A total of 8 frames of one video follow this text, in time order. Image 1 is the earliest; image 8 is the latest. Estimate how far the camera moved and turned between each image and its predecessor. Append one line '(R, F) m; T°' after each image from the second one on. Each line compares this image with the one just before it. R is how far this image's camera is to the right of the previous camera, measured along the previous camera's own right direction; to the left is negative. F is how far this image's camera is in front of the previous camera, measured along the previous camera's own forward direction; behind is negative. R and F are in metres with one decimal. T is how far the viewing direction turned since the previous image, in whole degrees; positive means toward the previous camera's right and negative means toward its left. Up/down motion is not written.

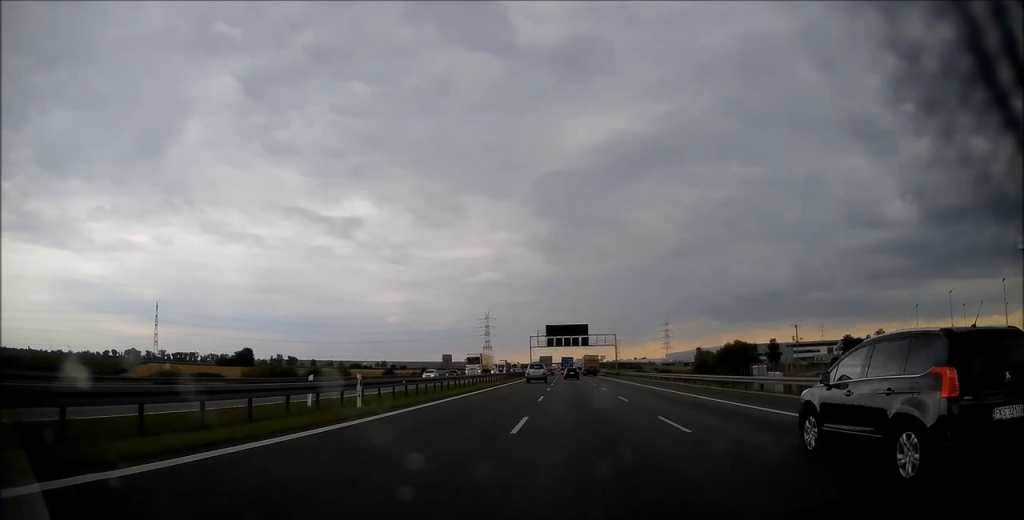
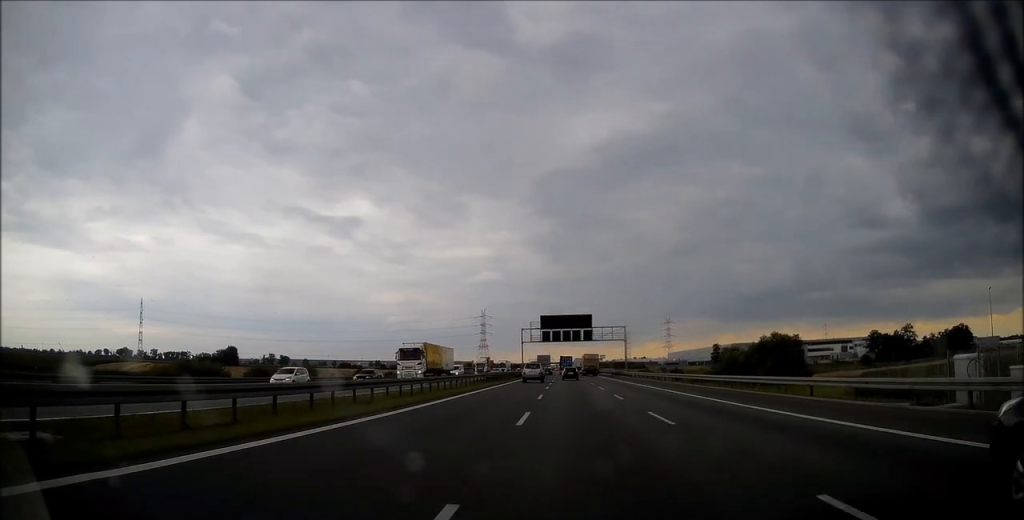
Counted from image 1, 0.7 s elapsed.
(-0.3, +22.7) m; -1°
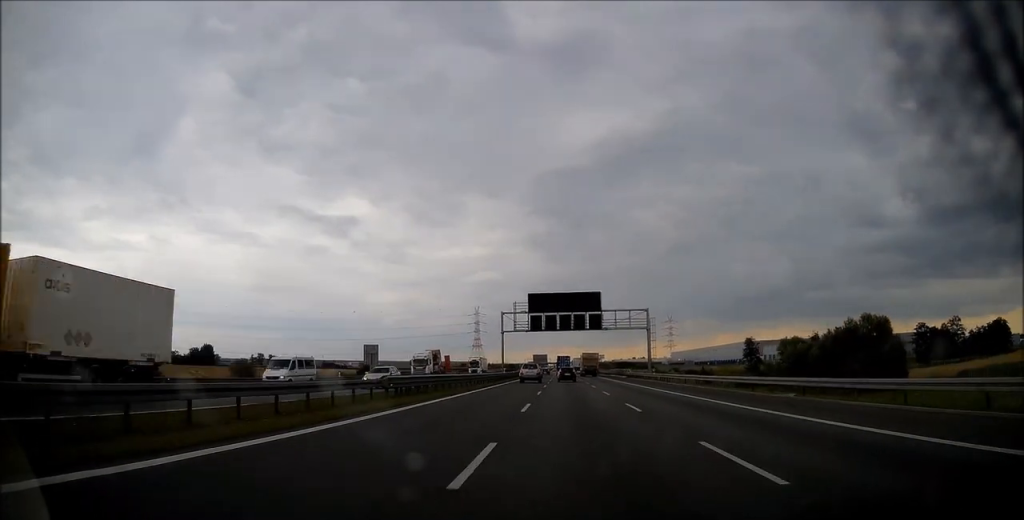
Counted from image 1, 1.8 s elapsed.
(-0.1, +31.8) m; 0°
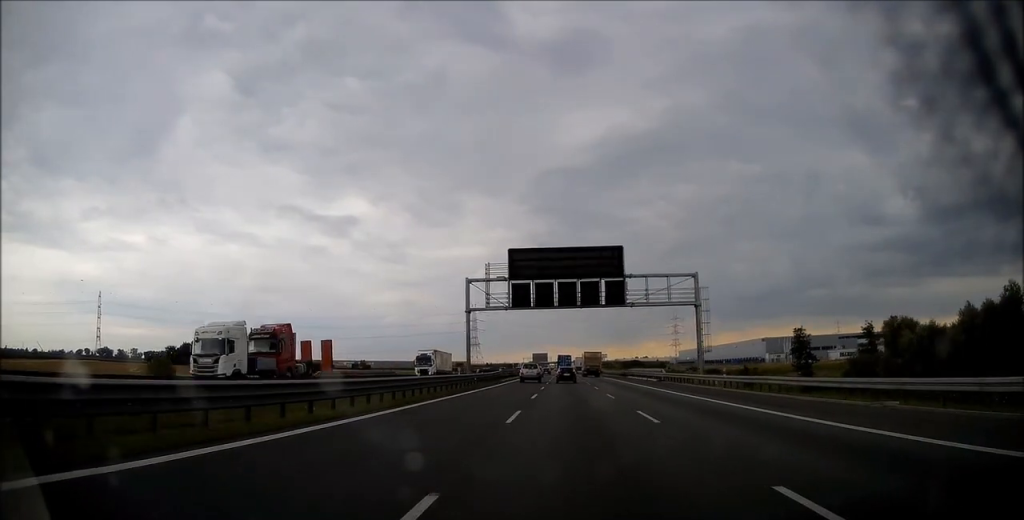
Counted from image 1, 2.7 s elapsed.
(0.0, +28.4) m; 0°
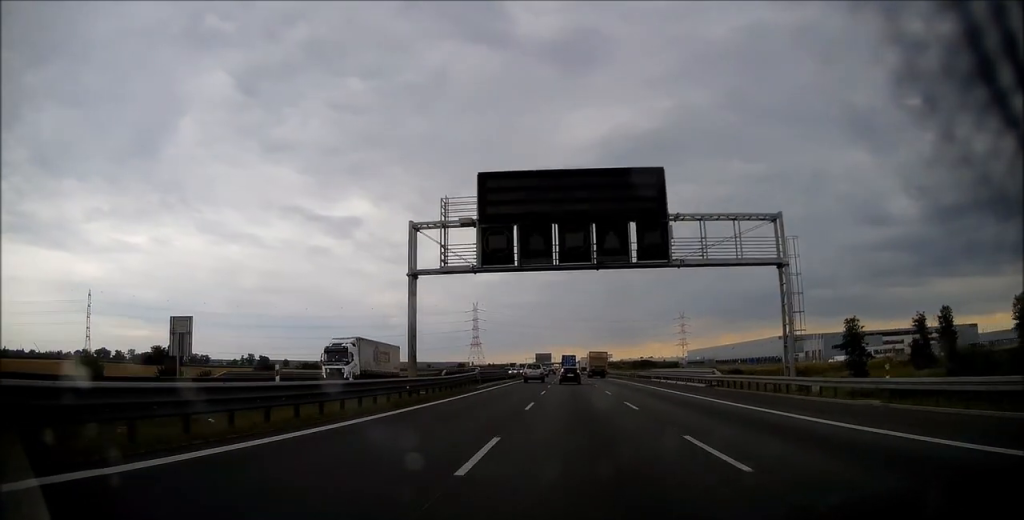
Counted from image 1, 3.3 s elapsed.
(0.0, +19.1) m; 0°
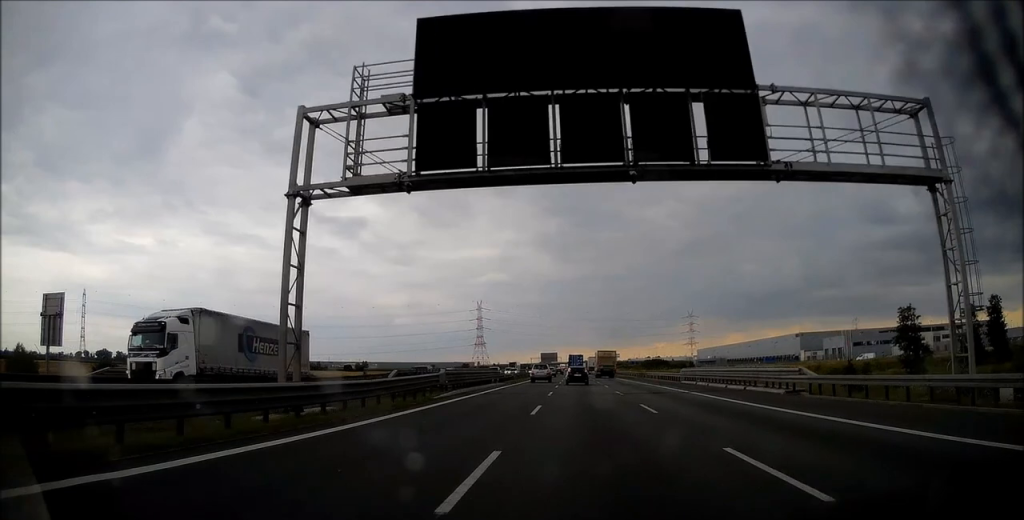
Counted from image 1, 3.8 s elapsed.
(0.0, +14.0) m; 0°
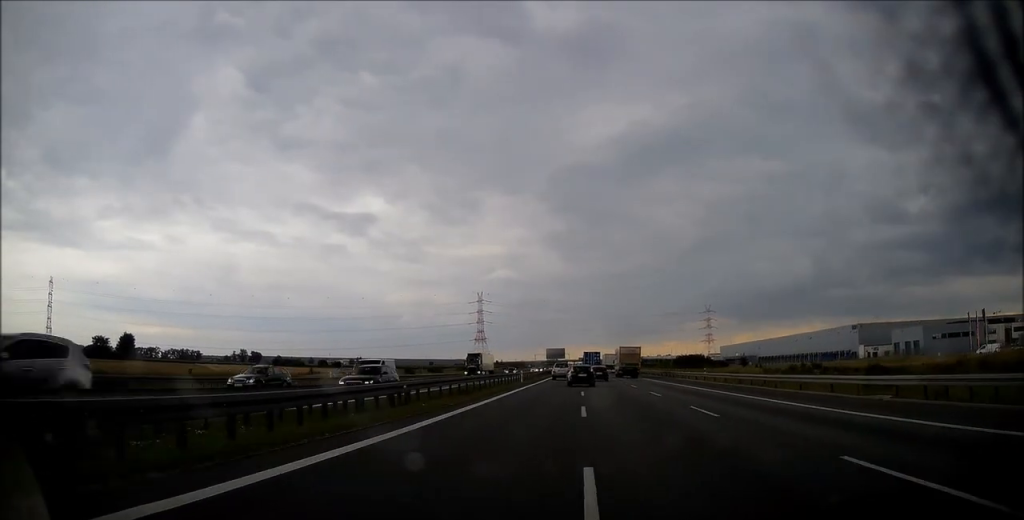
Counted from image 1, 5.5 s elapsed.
(-0.4, +49.5) m; -1°
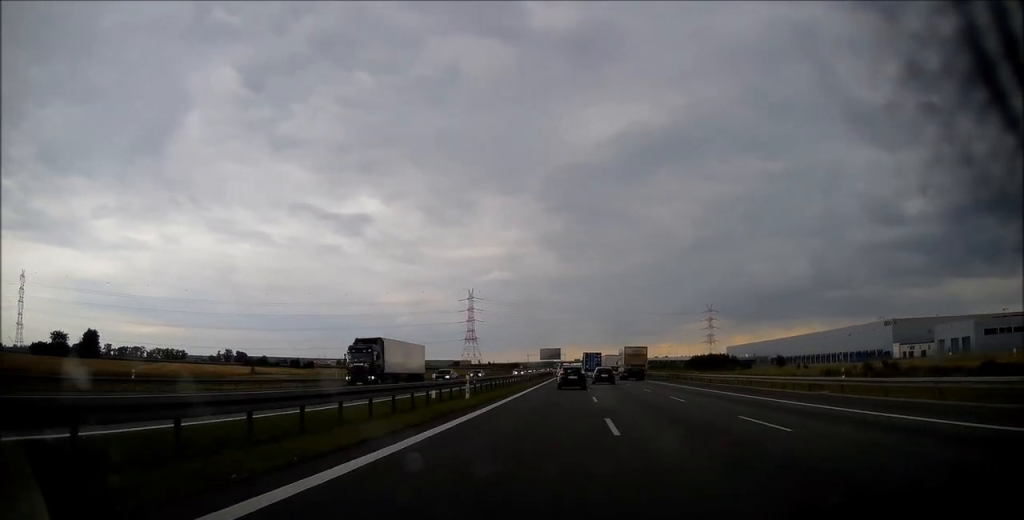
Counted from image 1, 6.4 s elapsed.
(0.0, +28.4) m; 0°
